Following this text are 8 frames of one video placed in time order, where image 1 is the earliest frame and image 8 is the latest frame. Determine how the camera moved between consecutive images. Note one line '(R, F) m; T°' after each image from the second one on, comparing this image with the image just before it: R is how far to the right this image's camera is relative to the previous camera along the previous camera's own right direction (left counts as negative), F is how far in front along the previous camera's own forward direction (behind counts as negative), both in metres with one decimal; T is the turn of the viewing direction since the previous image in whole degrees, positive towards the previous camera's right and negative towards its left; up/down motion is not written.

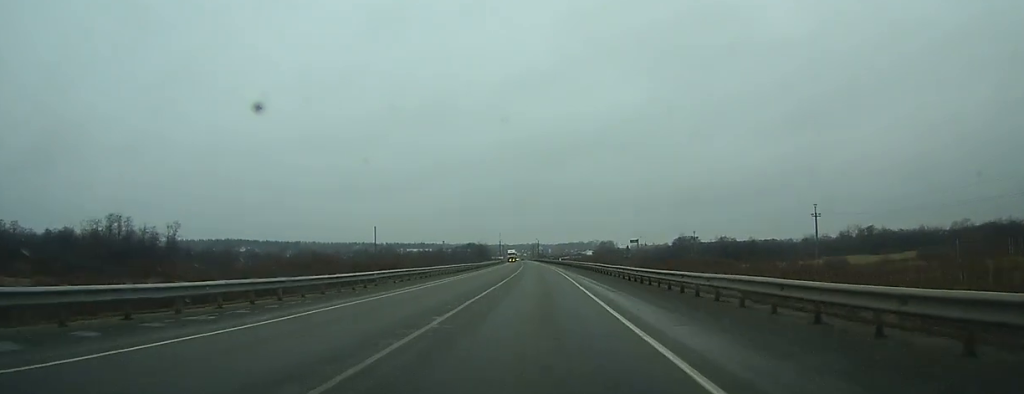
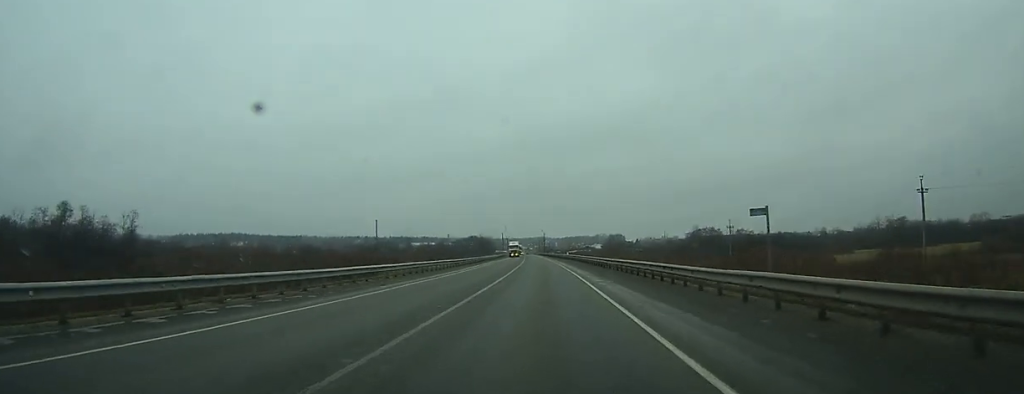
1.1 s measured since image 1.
(-0.2, +20.9) m; -1°
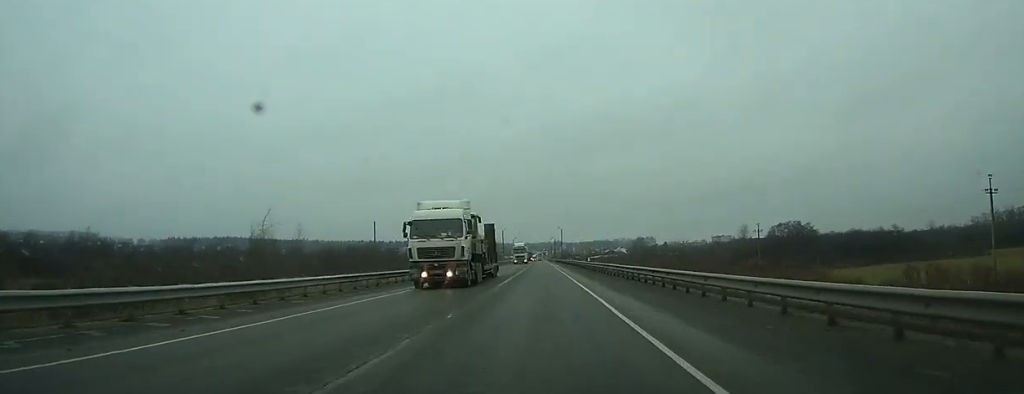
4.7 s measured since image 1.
(-0.7, +67.9) m; -1°
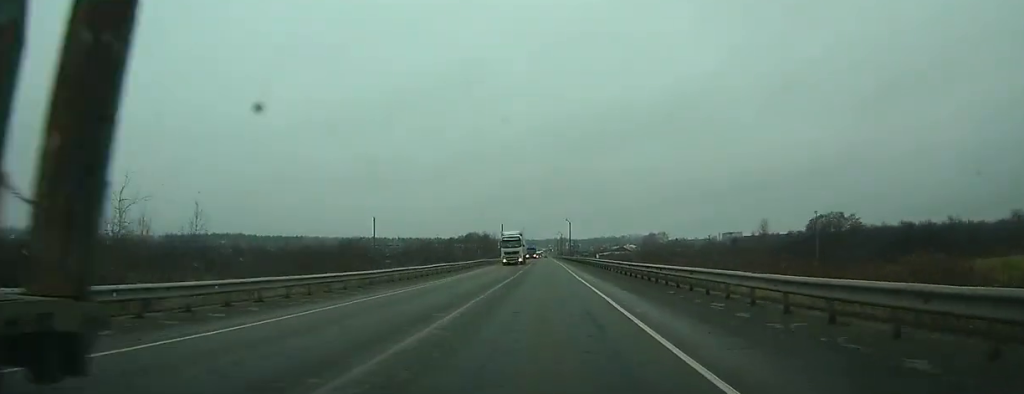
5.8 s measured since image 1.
(0.0, +23.3) m; 0°
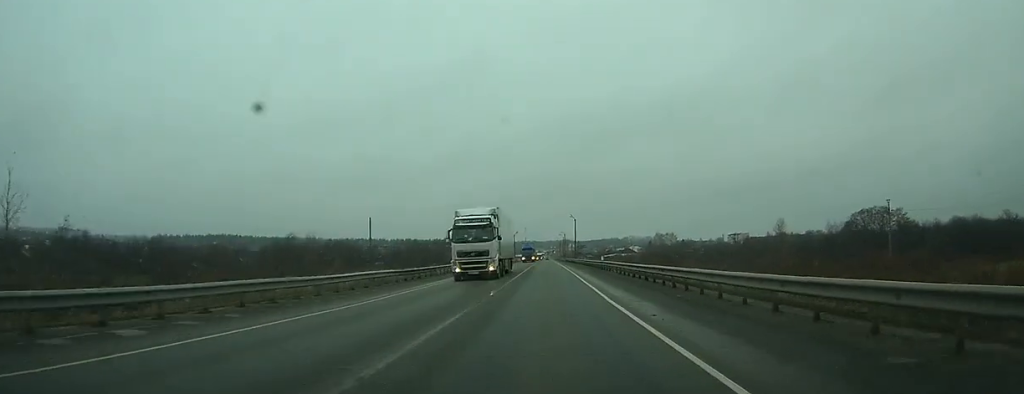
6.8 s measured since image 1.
(-0.2, +20.6) m; 0°
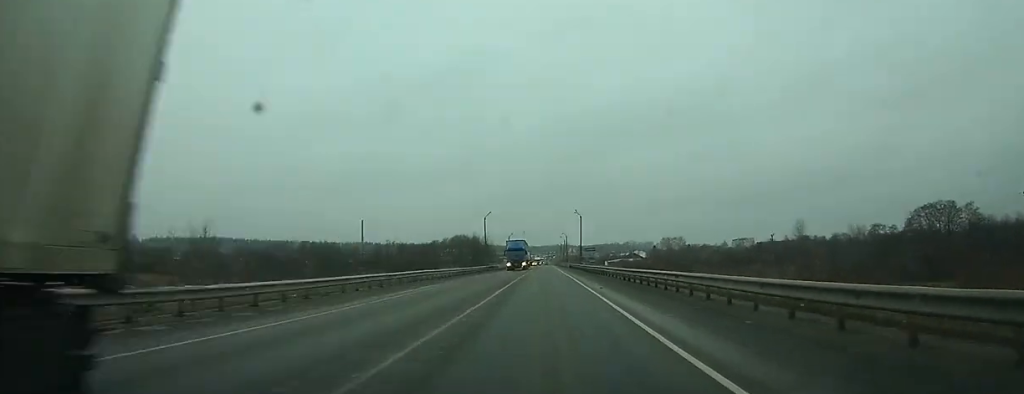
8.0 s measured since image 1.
(-0.1, +24.6) m; 0°
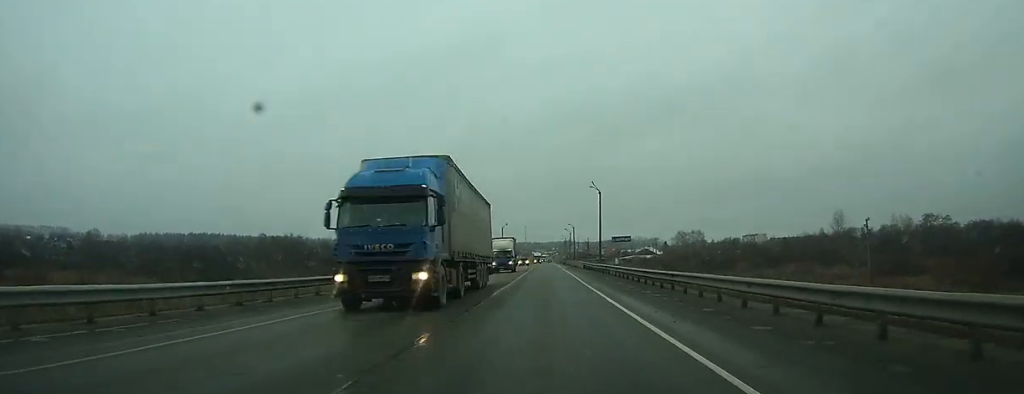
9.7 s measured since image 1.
(-0.1, +34.8) m; 0°
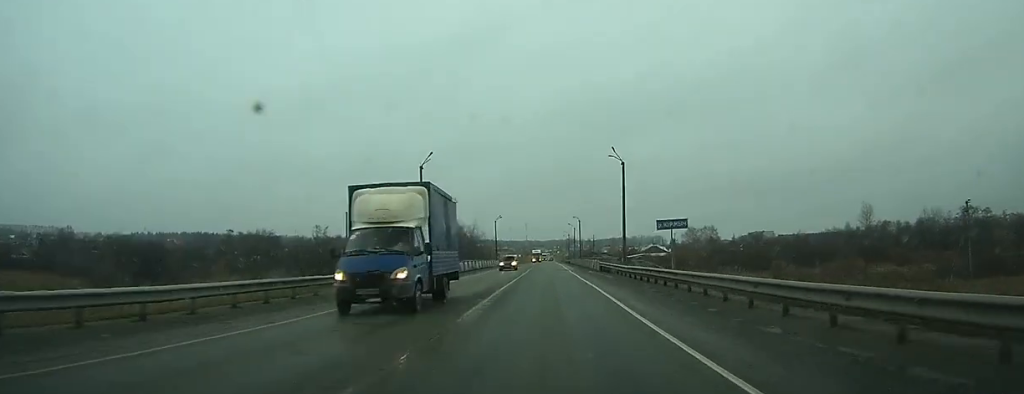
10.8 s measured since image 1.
(-0.1, +20.8) m; 0°
